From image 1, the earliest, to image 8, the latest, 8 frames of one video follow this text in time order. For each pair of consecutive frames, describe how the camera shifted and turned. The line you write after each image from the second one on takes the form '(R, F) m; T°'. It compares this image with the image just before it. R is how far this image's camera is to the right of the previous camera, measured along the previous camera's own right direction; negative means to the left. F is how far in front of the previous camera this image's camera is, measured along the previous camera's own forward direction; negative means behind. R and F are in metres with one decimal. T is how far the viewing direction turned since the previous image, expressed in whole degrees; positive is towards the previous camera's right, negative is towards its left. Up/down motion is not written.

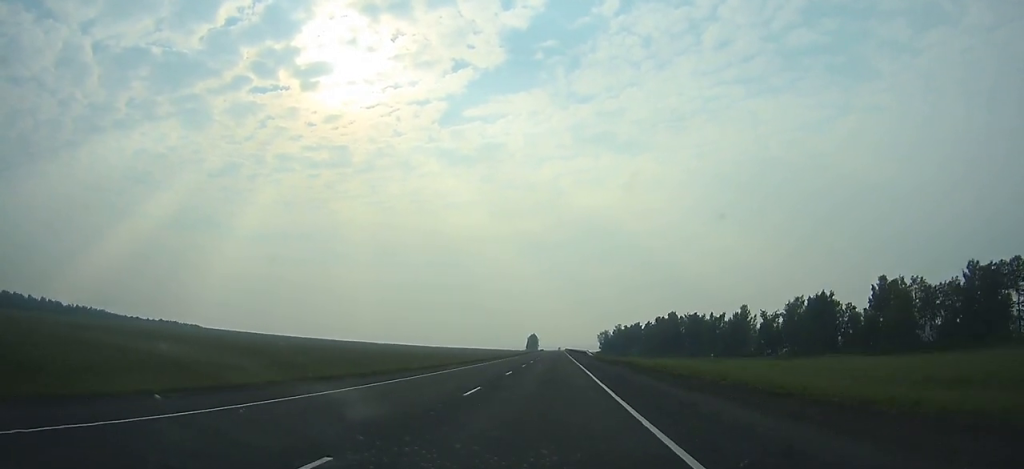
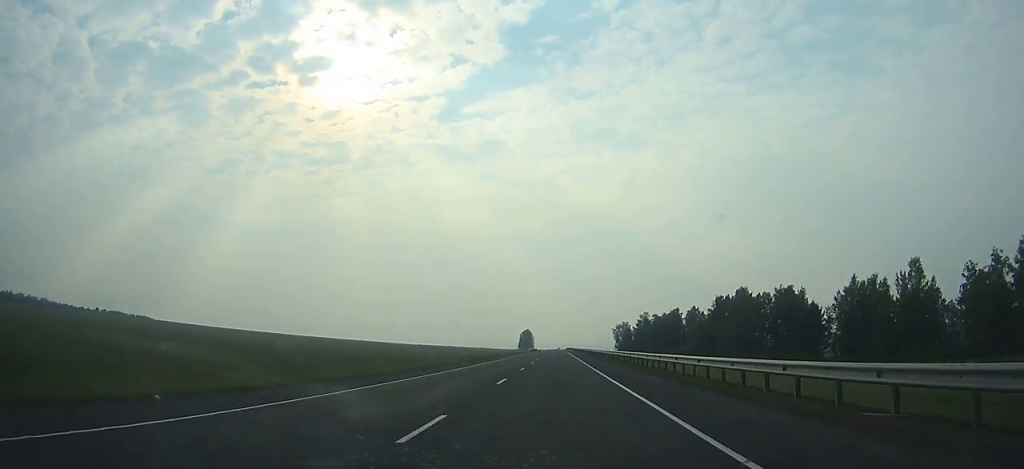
(0.0, +98.7) m; 0°
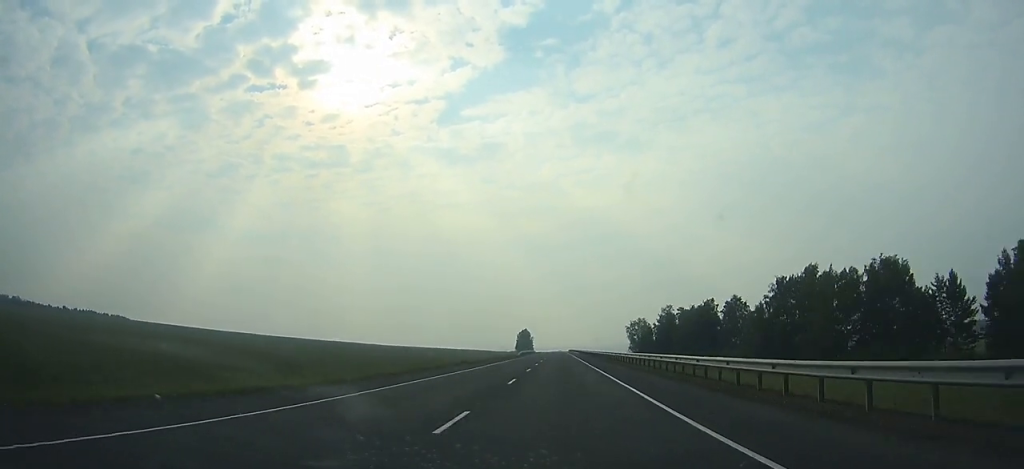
(0.0, +44.3) m; 0°
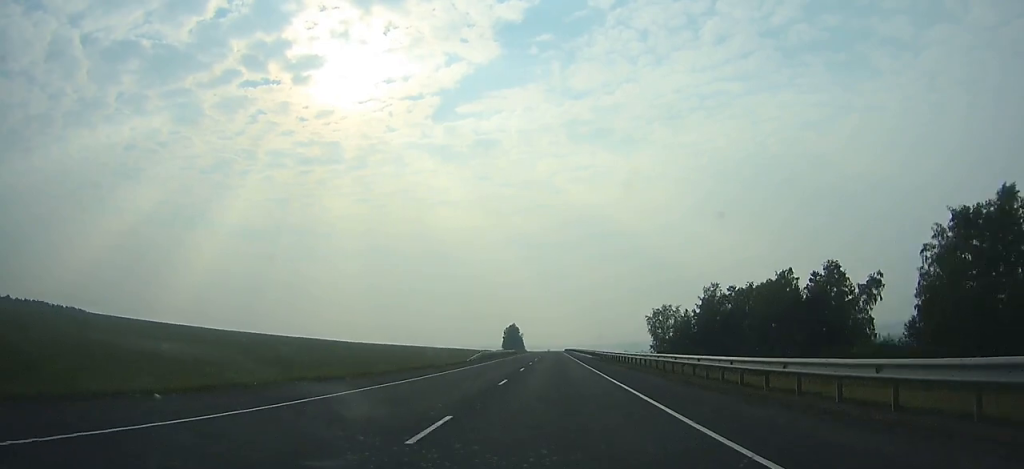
(0.0, +57.8) m; 0°
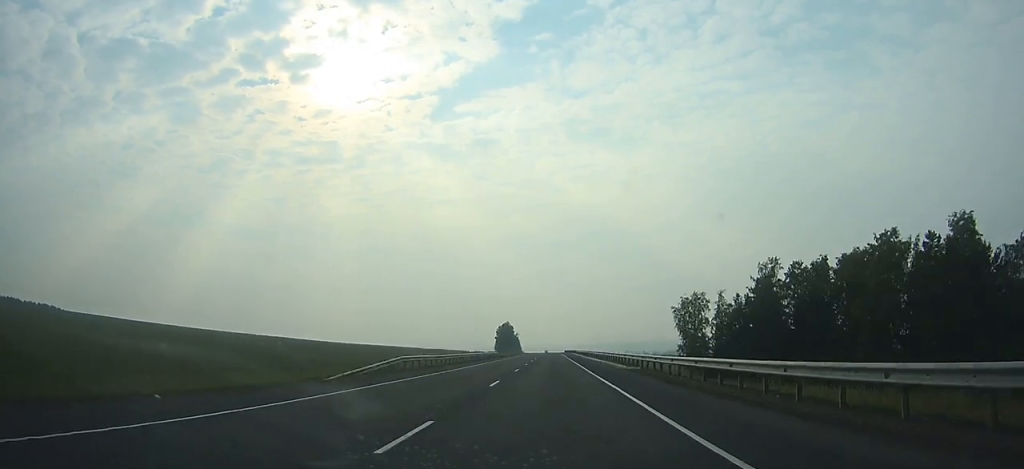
(+0.1, +36.2) m; 0°
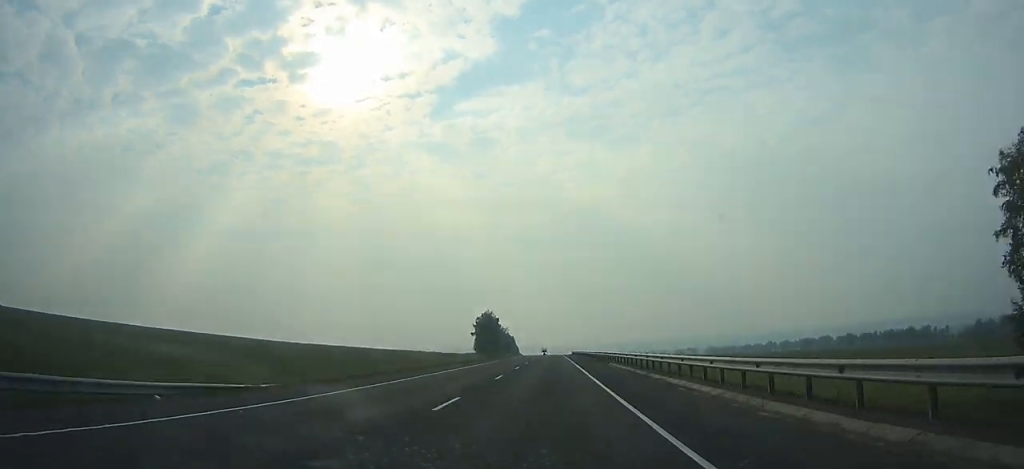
(-0.2, +89.6) m; 0°
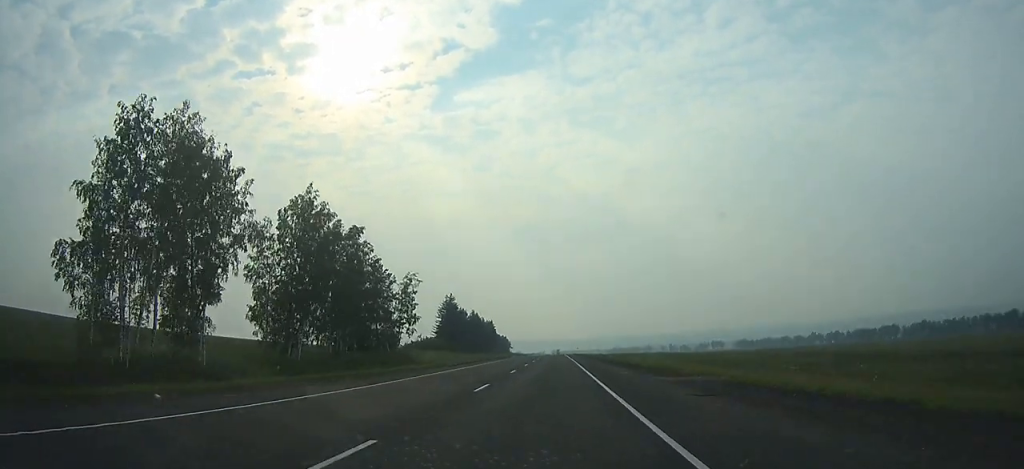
(-0.9, +170.5) m; 0°
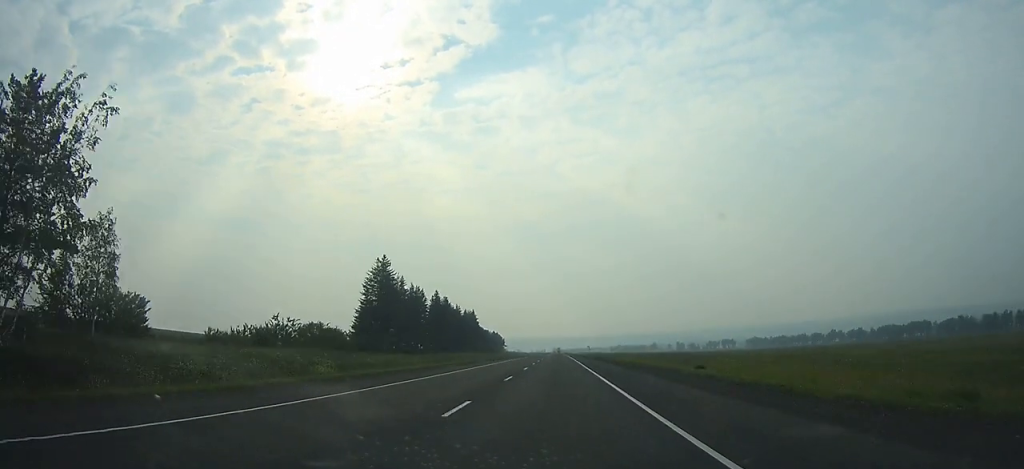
(+0.1, +62.2) m; 0°
